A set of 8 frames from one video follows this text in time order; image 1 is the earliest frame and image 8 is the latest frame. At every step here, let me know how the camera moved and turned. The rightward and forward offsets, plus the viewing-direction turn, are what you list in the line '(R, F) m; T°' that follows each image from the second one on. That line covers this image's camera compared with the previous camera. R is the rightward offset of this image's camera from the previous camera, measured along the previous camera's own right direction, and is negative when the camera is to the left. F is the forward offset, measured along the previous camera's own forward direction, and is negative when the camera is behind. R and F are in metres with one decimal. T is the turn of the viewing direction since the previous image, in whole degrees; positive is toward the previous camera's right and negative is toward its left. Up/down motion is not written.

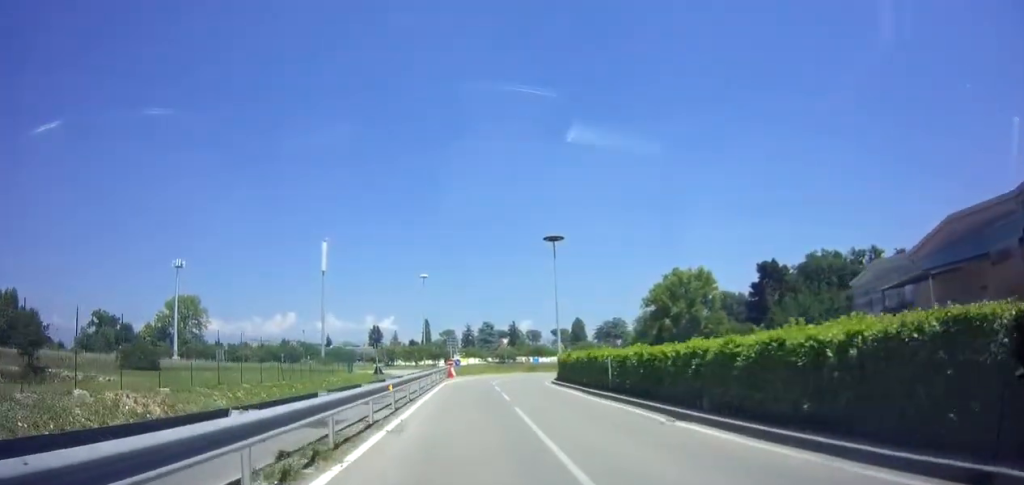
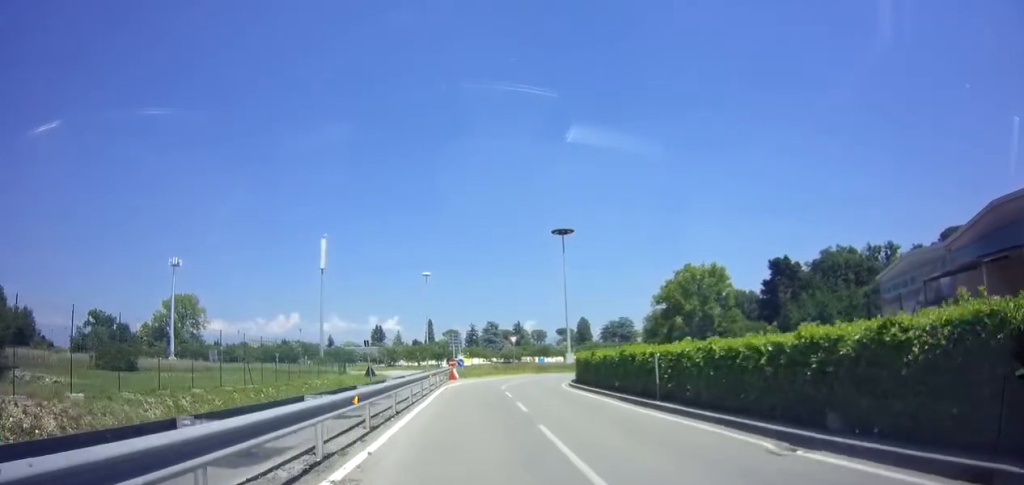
(-0.1, +4.4) m; 0°
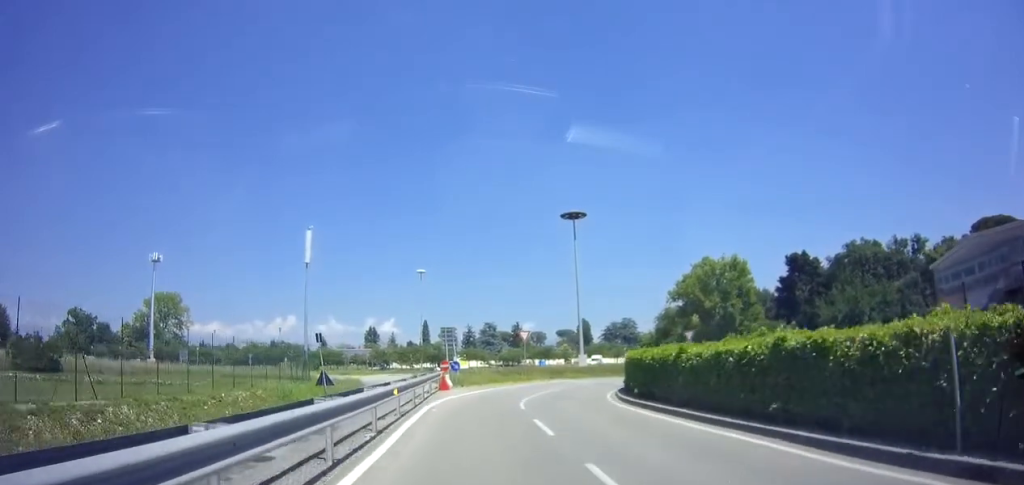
(+0.2, +9.6) m; +4°
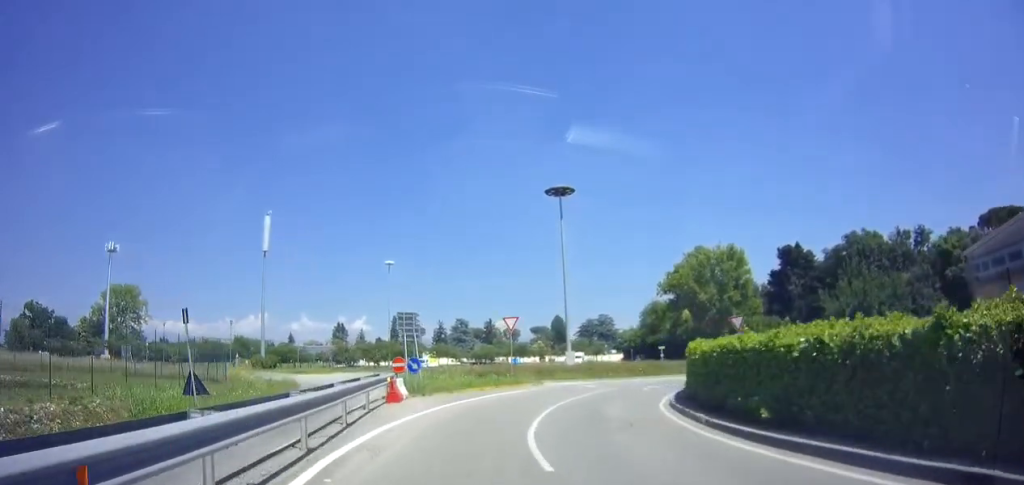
(+0.5, +8.4) m; +6°
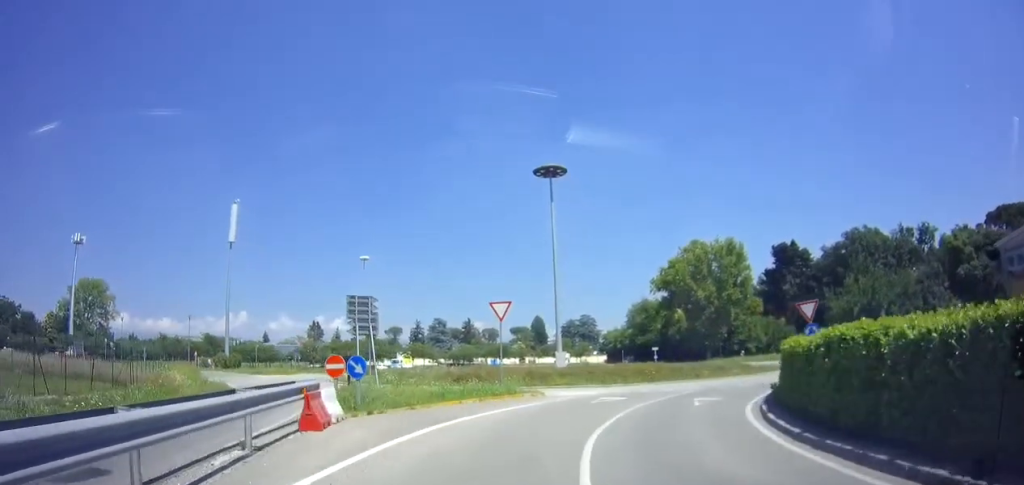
(+0.2, +6.1) m; +7°
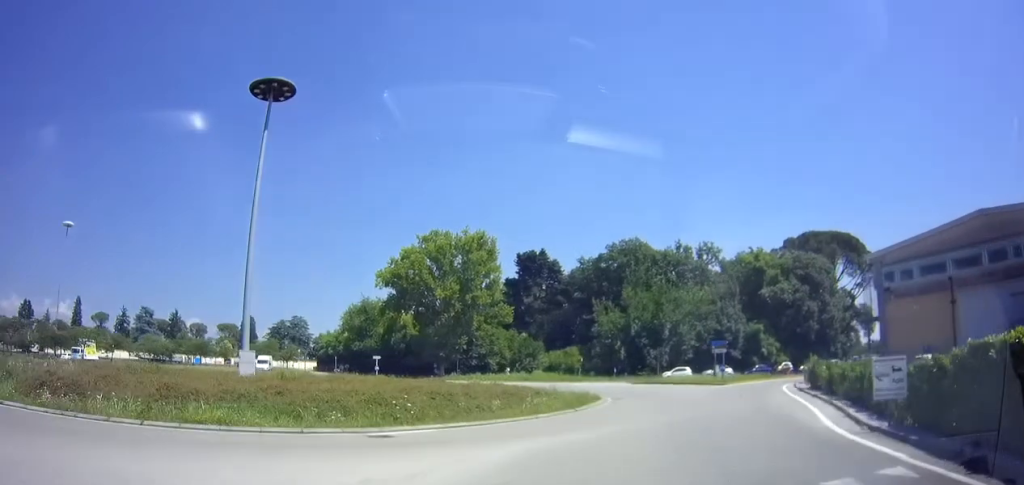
(+5.8, +14.7) m; +40°
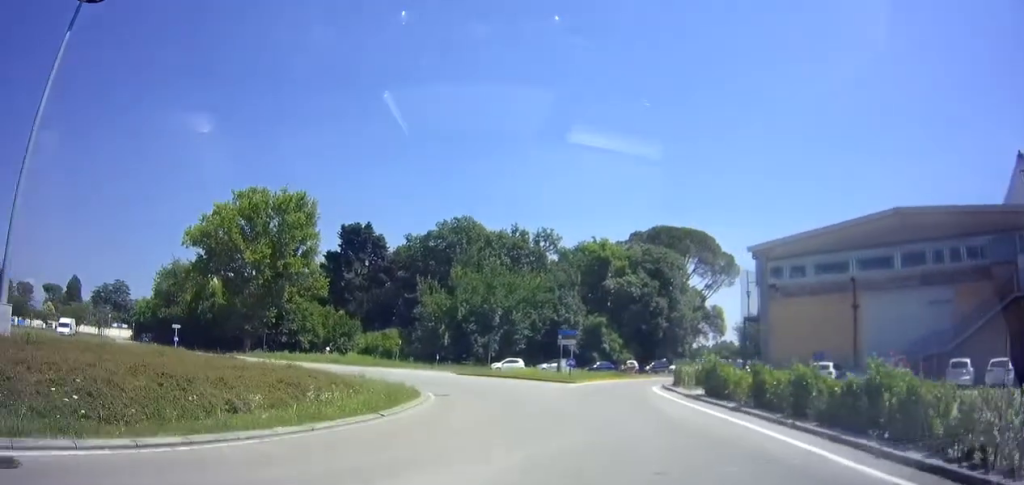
(+0.4, +8.4) m; +2°
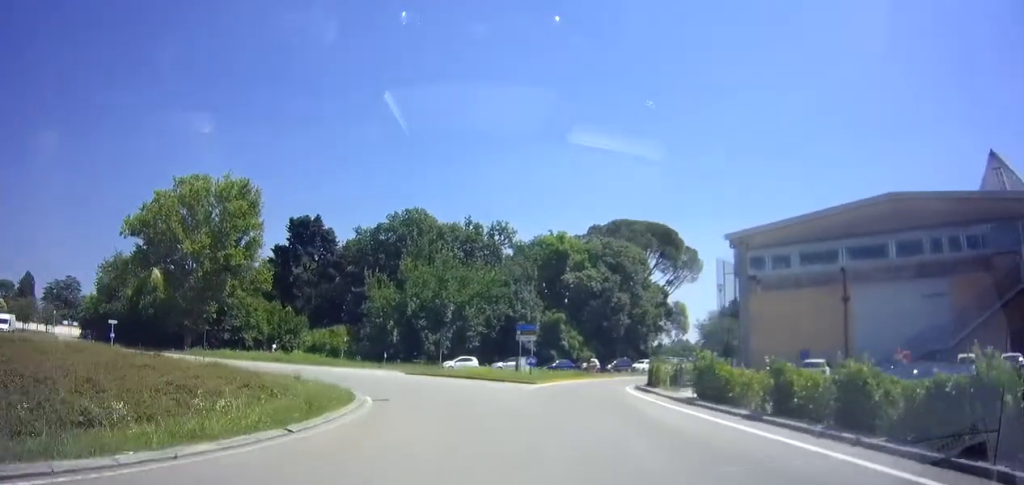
(+0.2, +3.8) m; -2°
